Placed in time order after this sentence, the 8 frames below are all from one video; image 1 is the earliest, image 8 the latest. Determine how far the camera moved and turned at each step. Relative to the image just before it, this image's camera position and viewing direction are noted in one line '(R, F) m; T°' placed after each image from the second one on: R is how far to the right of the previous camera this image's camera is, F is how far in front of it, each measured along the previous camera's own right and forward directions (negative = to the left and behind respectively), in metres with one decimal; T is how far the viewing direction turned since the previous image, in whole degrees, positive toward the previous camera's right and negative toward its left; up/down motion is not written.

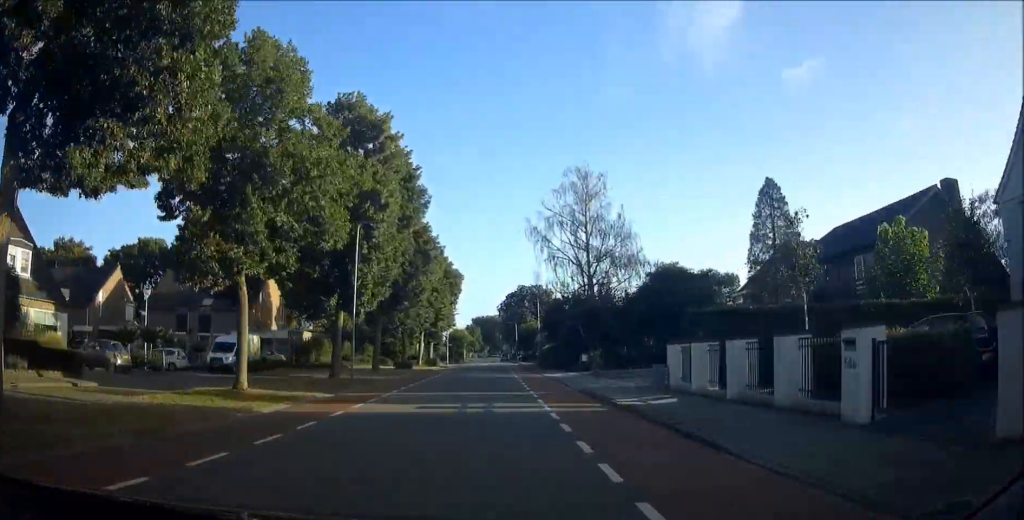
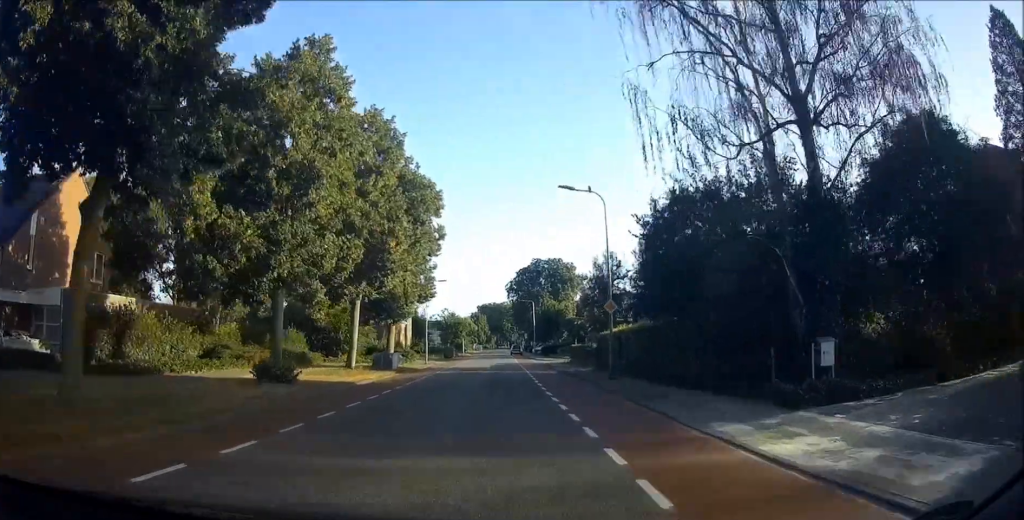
(-0.4, +29.2) m; -1°
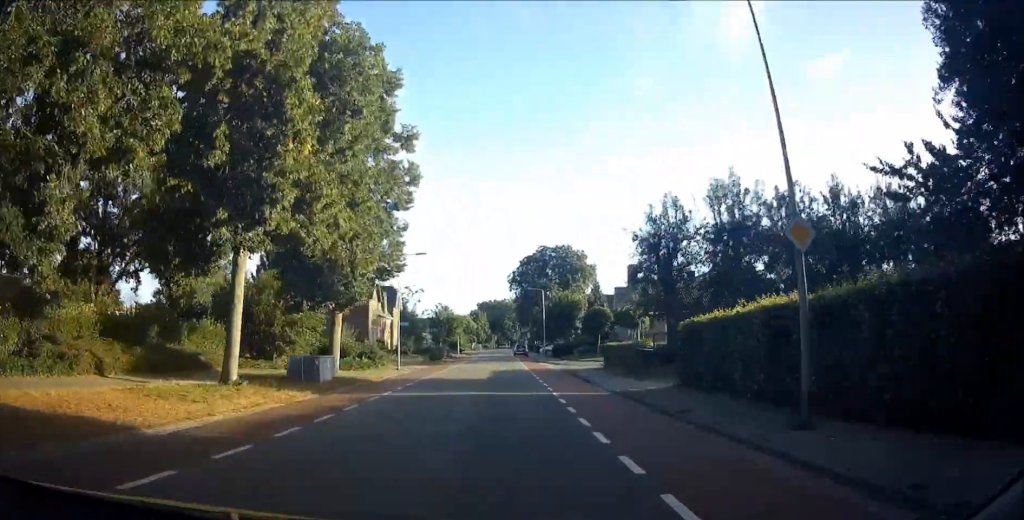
(-0.1, +14.0) m; 0°
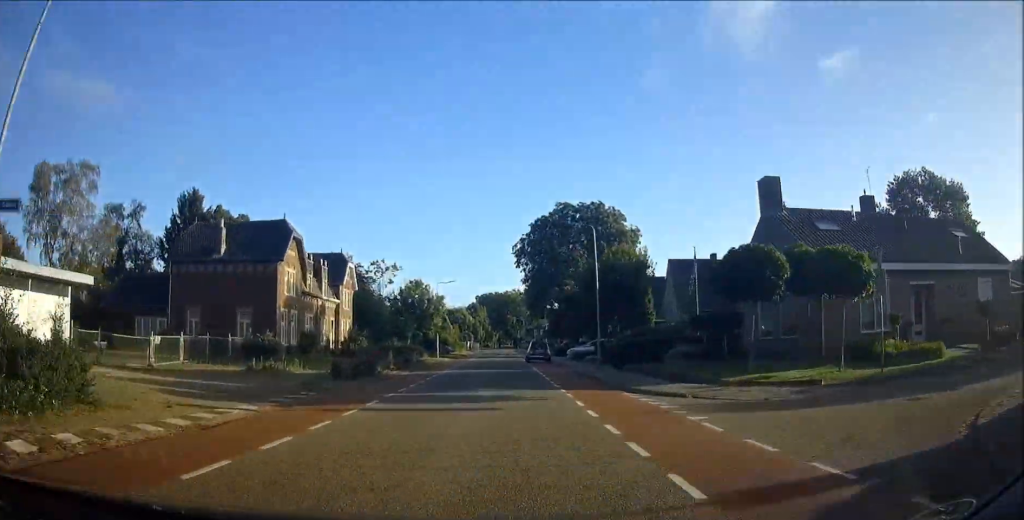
(0.0, +30.8) m; +1°
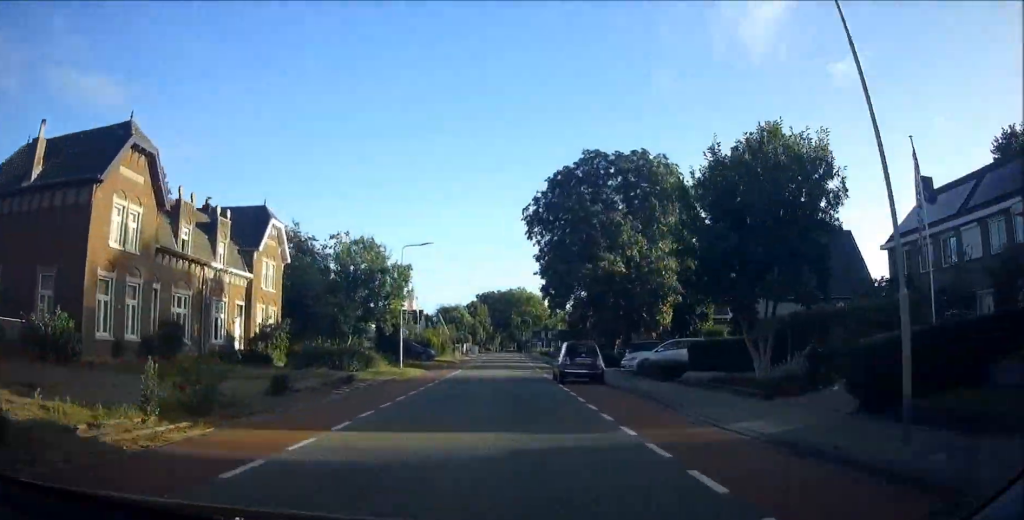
(+0.3, +21.7) m; +1°
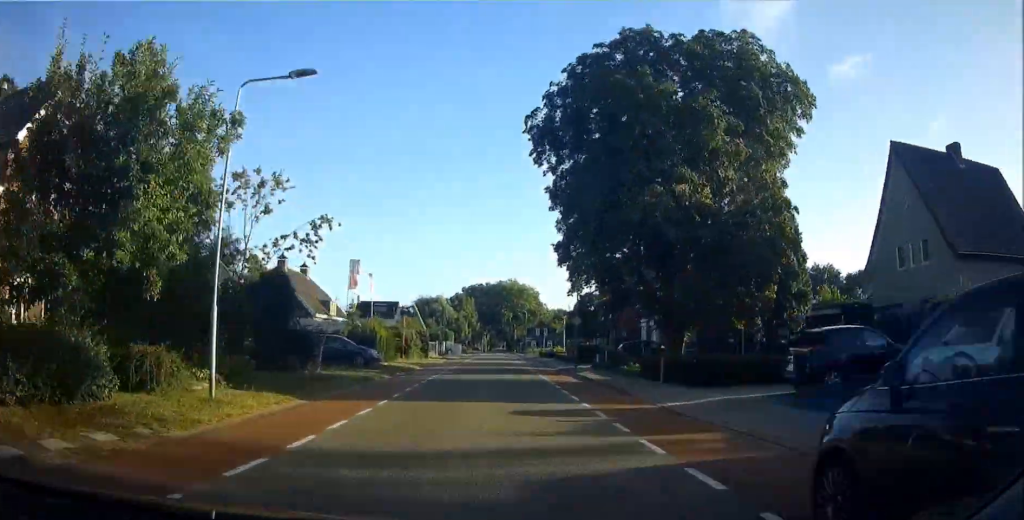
(+0.2, +21.5) m; +1°
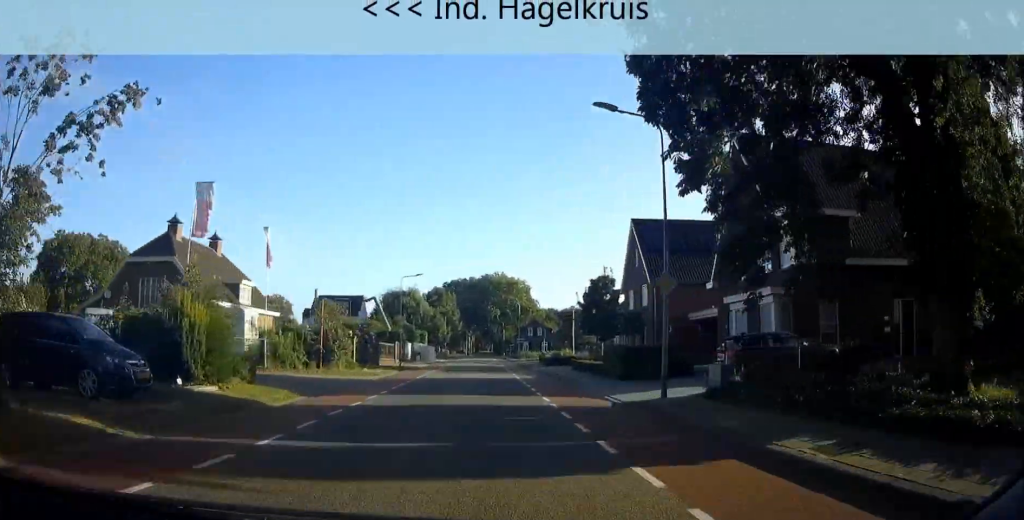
(+0.2, +21.3) m; 0°
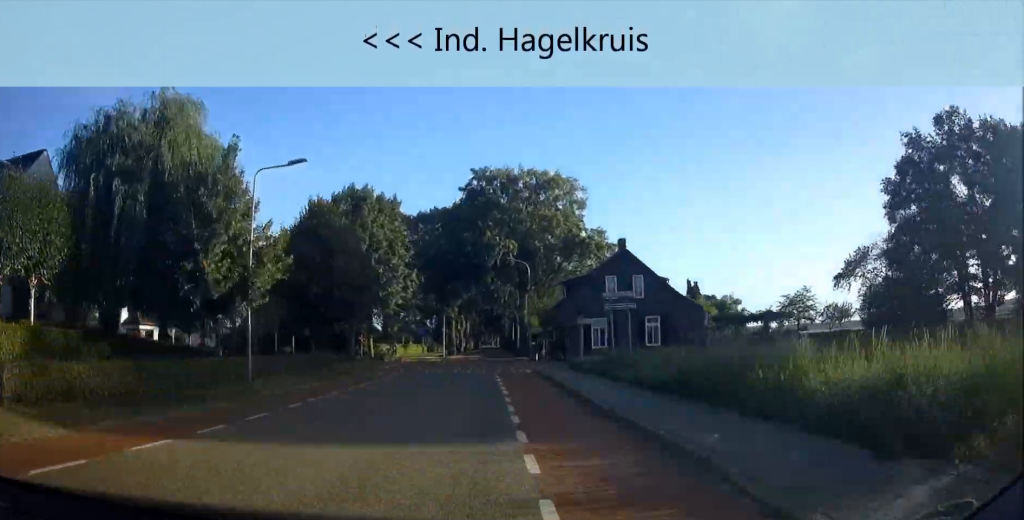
(-0.4, +72.2) m; -1°
